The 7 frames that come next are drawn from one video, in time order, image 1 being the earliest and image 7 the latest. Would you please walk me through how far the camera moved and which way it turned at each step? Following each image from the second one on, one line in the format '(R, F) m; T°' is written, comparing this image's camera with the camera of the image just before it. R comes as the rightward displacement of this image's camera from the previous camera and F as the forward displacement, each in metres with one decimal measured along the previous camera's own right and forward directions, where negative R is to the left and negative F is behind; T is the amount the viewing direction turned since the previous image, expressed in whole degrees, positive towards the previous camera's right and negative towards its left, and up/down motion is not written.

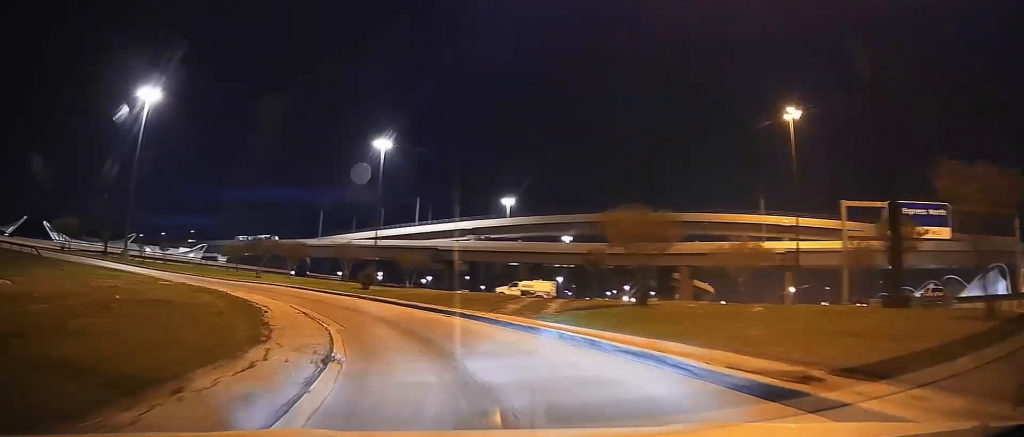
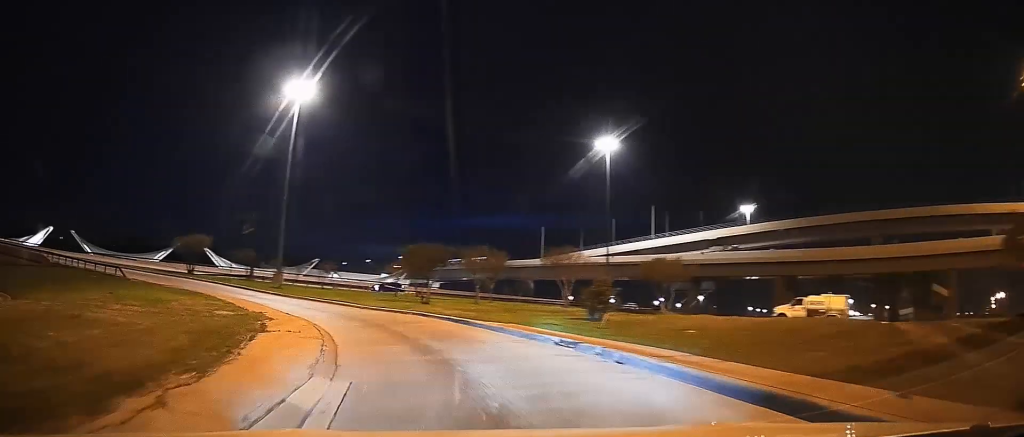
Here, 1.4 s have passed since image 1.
(-3.8, +17.1) m; -22°
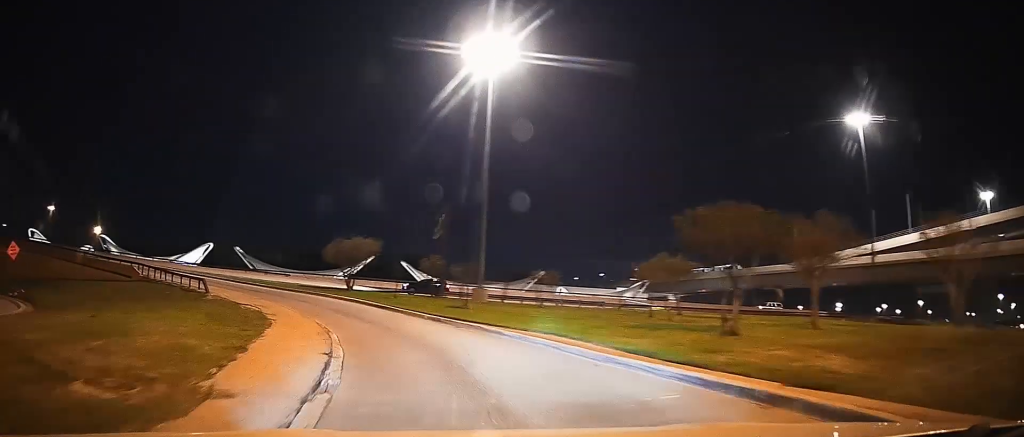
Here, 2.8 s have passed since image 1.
(-2.7, +16.7) m; -23°
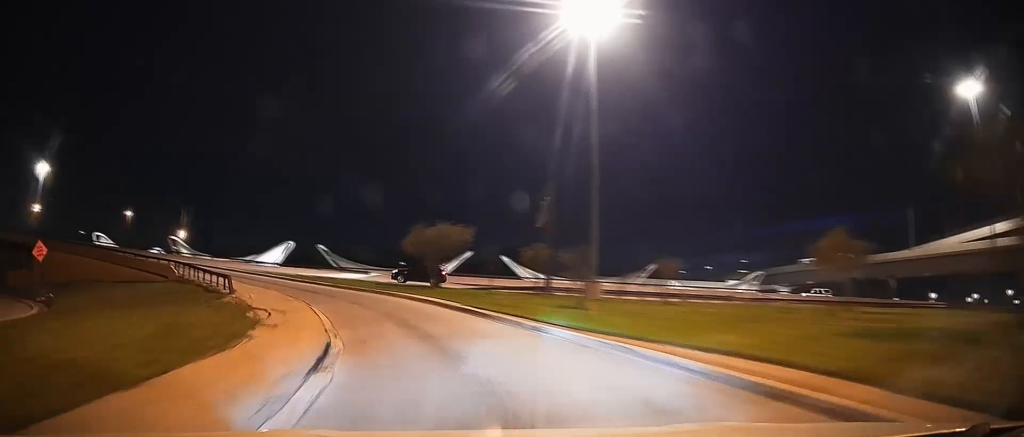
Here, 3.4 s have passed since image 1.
(-1.2, +7.6) m; -12°
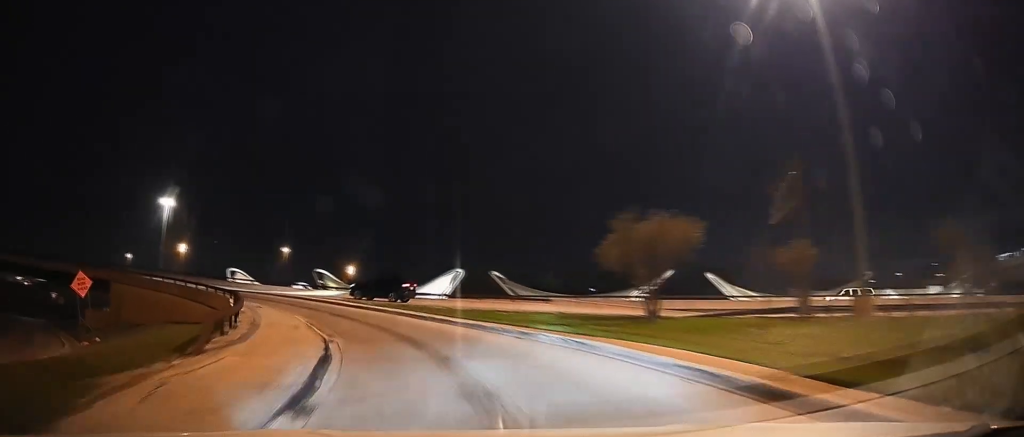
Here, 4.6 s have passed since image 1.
(-2.4, +13.6) m; -20°
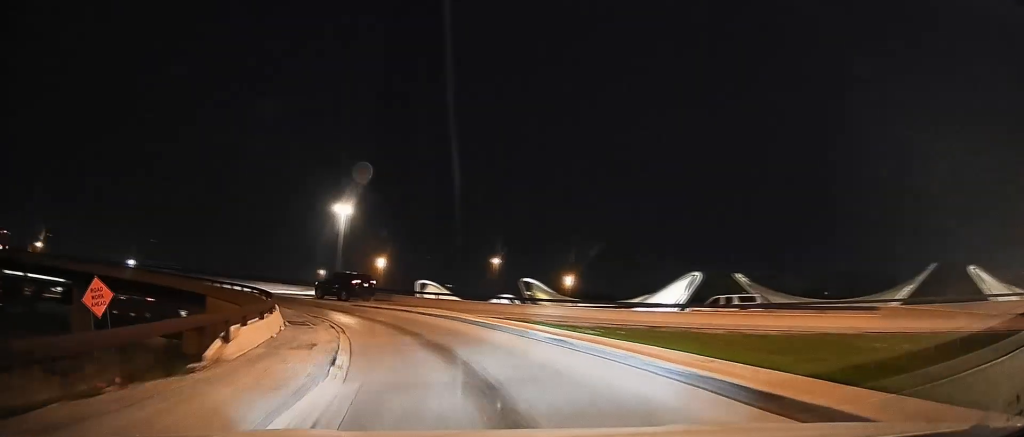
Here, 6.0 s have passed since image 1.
(-3.3, +16.1) m; -23°
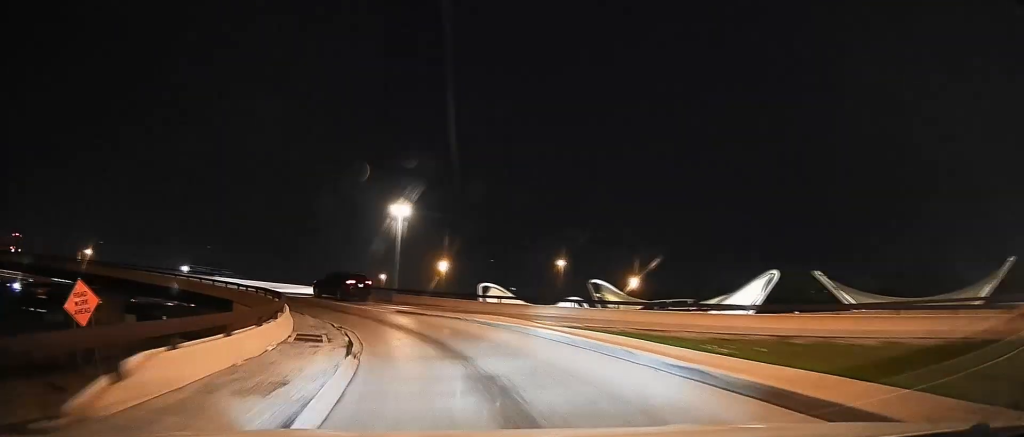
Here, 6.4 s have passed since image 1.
(-0.5, +5.0) m; -7°
